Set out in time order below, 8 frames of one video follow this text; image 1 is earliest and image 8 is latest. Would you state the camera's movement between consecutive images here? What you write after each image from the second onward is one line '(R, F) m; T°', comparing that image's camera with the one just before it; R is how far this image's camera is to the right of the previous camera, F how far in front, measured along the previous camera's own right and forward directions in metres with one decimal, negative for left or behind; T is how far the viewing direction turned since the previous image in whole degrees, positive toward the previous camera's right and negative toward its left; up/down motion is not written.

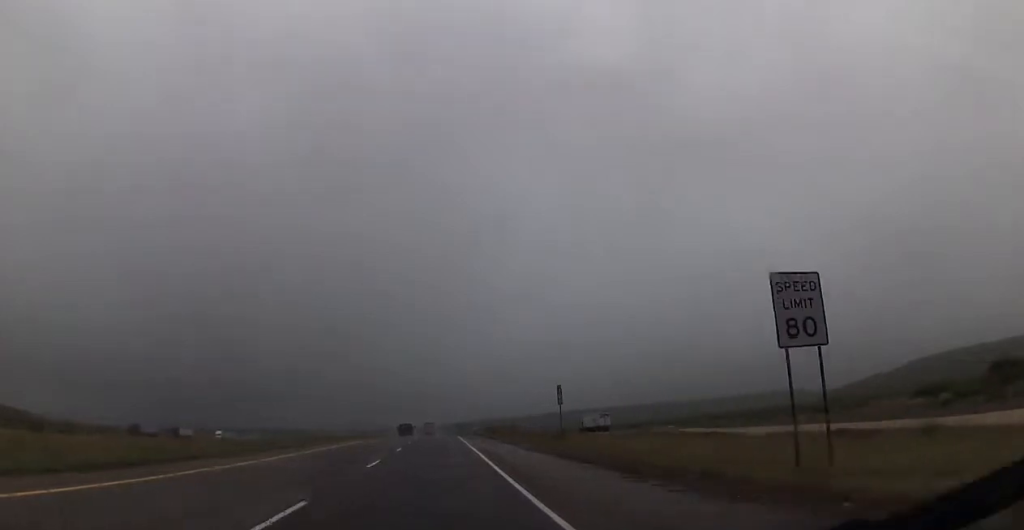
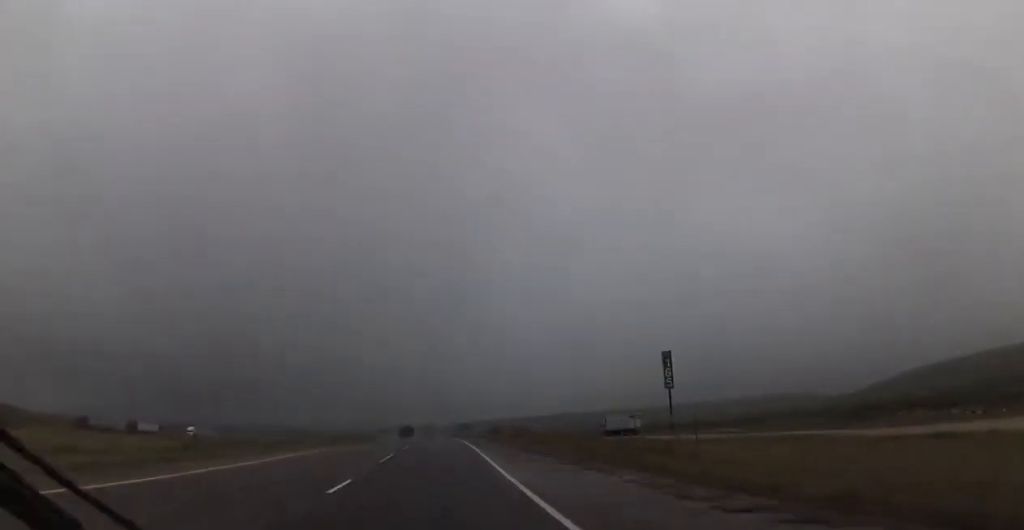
(0.0, +19.5) m; 0°
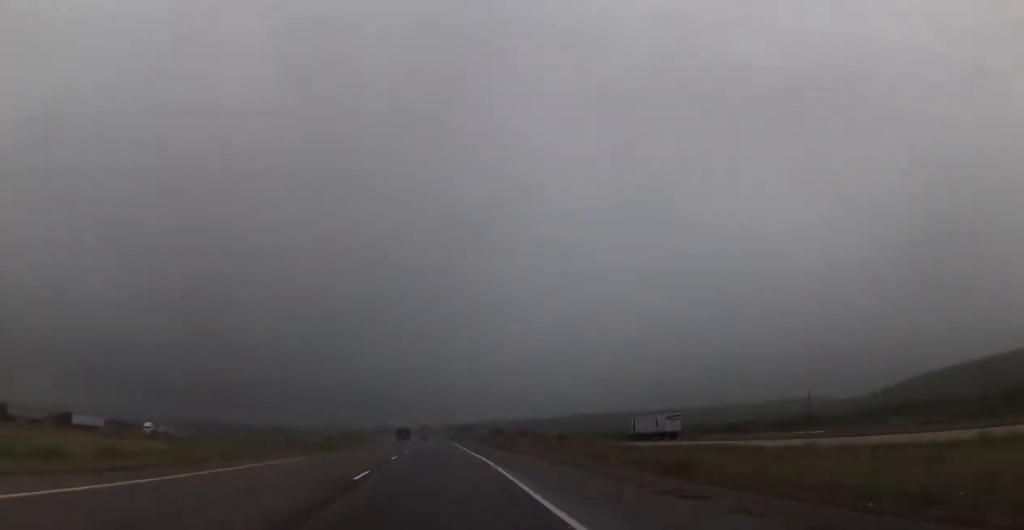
(+0.1, +20.7) m; 0°
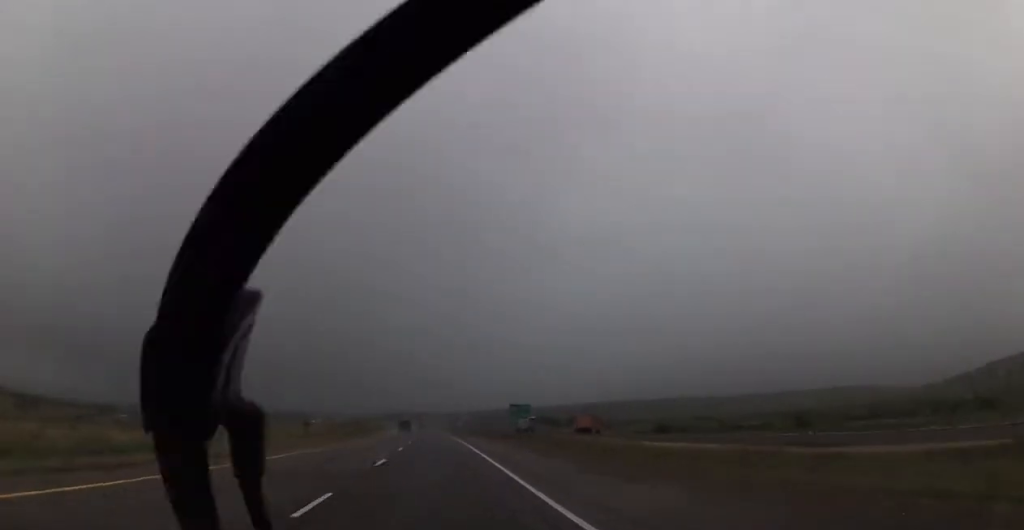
(-0.9, +105.6) m; -1°
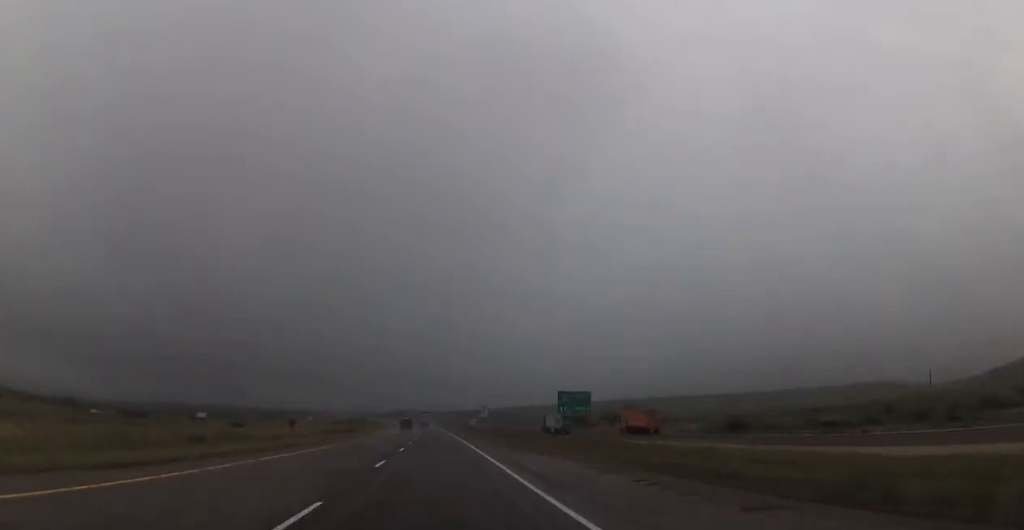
(+0.3, +38.2) m; -1°
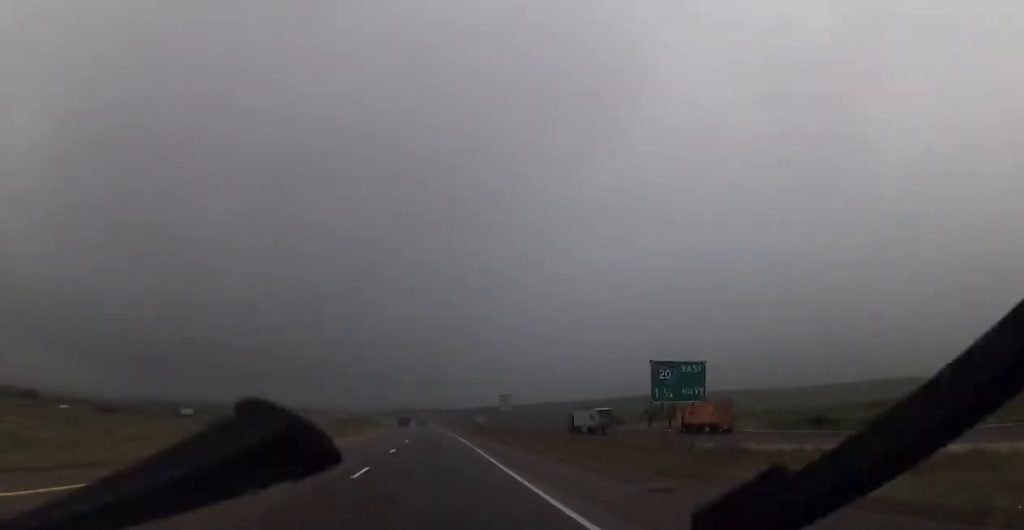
(-0.6, +28.9) m; -1°
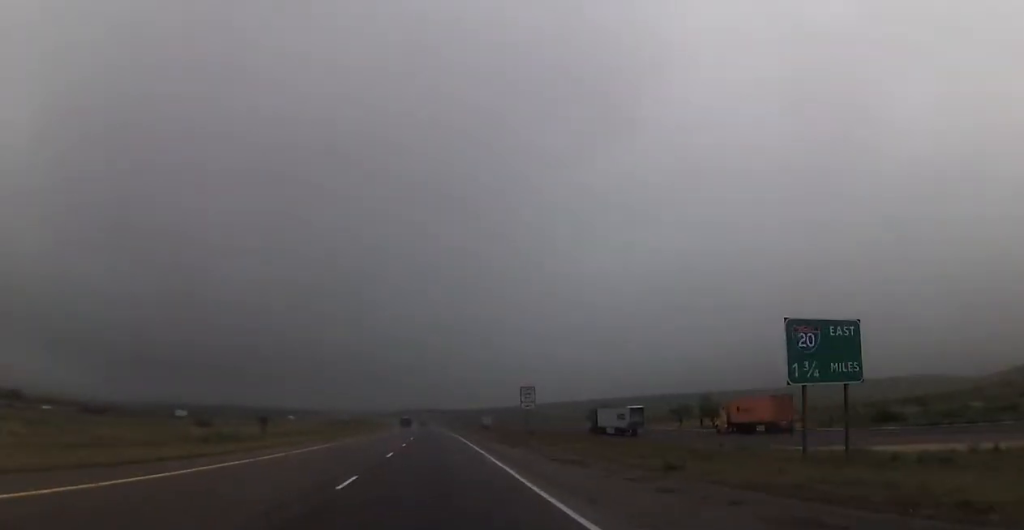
(-0.3, +15.0) m; 0°
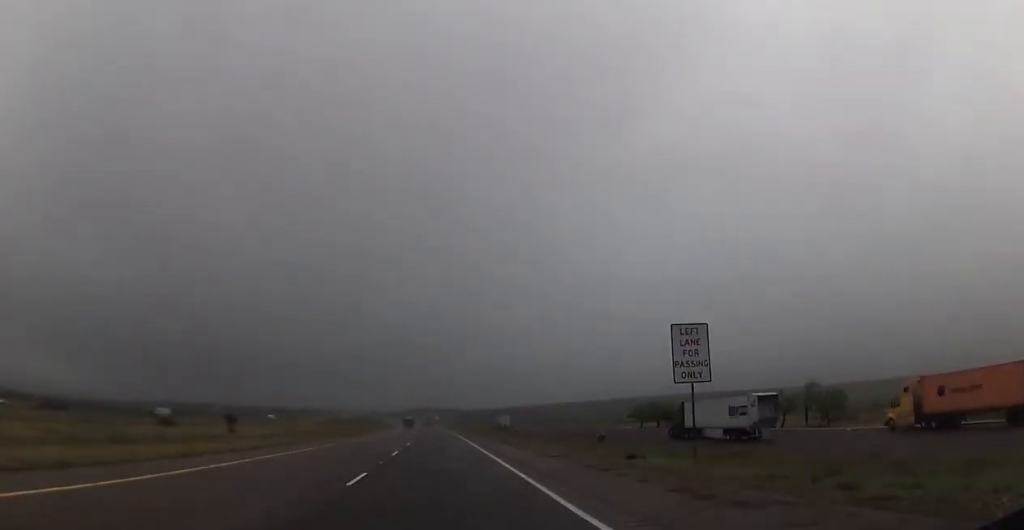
(+0.4, +35.9) m; 0°
